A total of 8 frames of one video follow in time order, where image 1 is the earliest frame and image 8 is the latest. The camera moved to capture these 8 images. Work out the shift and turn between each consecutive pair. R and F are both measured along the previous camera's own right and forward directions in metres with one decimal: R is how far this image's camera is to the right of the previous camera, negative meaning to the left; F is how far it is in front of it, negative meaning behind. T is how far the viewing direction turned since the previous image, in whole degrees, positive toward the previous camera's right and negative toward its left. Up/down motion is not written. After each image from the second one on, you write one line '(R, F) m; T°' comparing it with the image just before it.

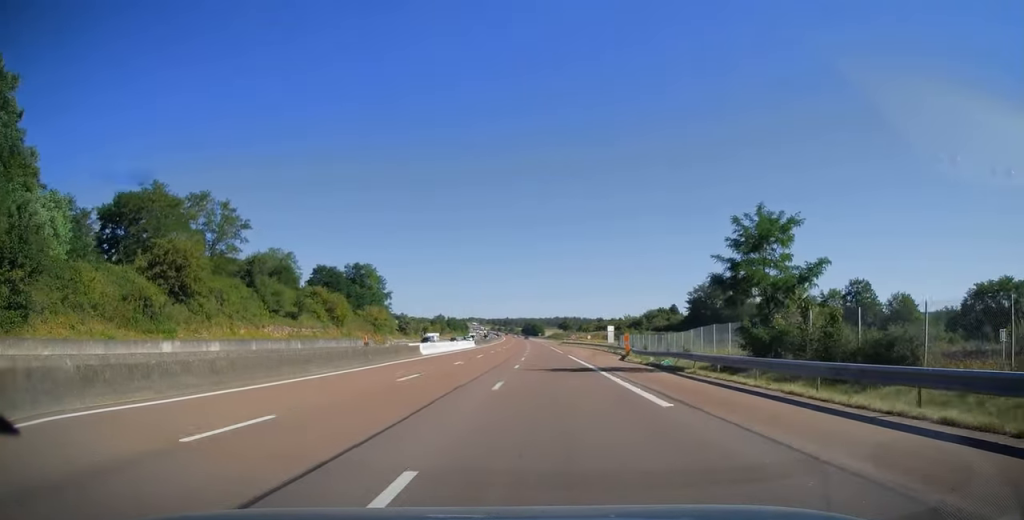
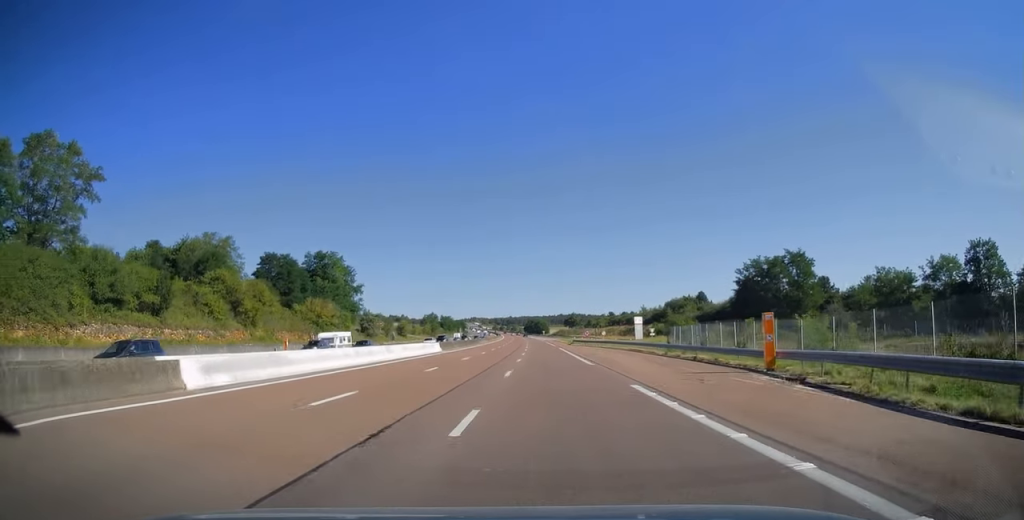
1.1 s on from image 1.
(-0.1, +34.0) m; 0°
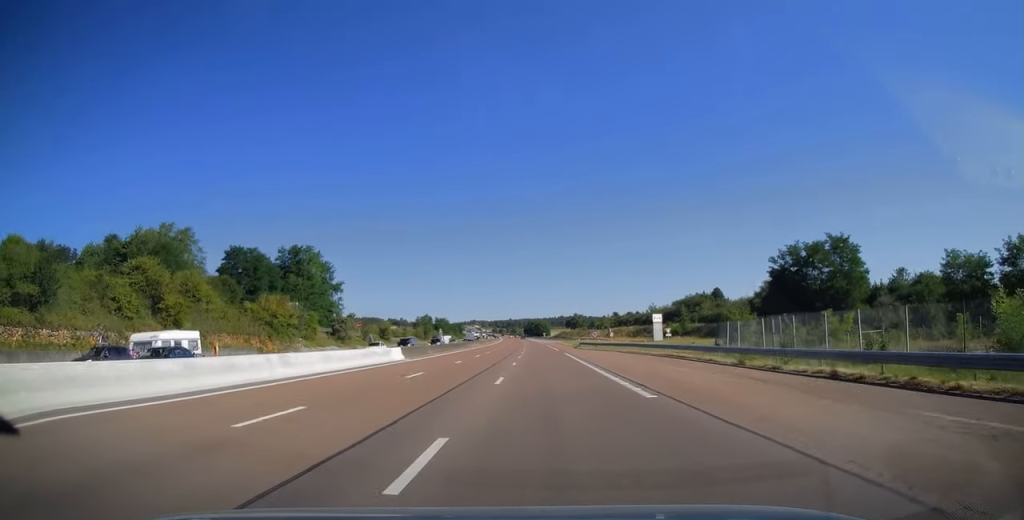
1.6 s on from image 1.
(0.0, +16.2) m; 0°
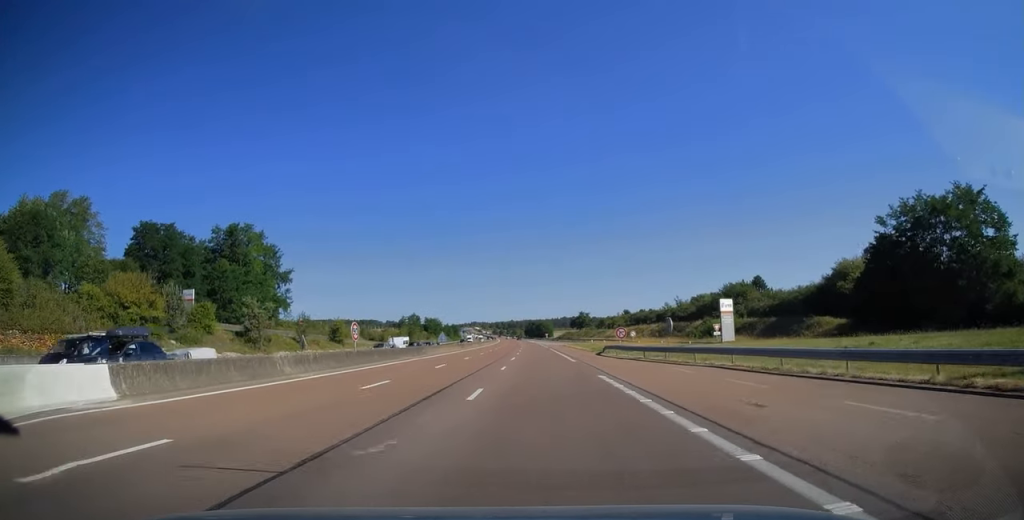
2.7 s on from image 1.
(-0.1, +30.9) m; 0°
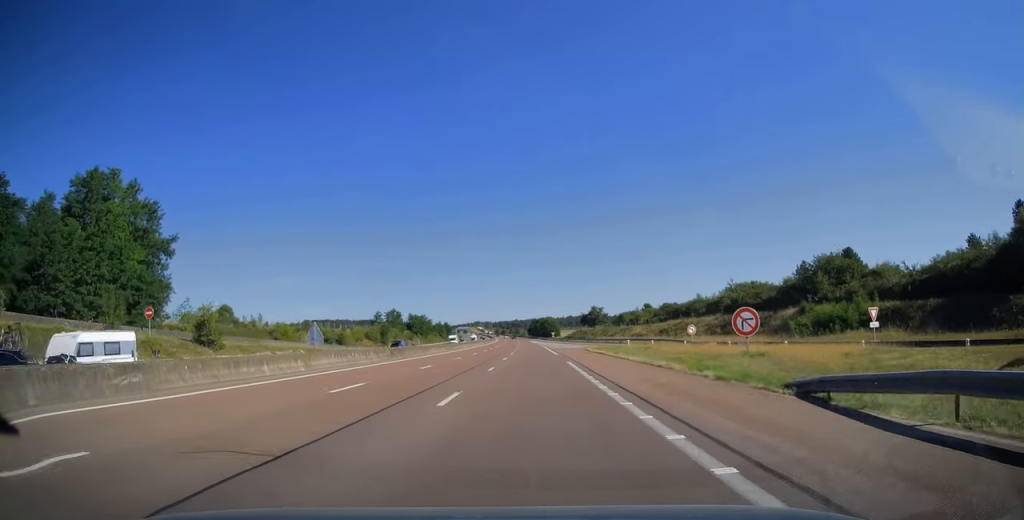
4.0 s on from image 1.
(-0.2, +40.5) m; -1°
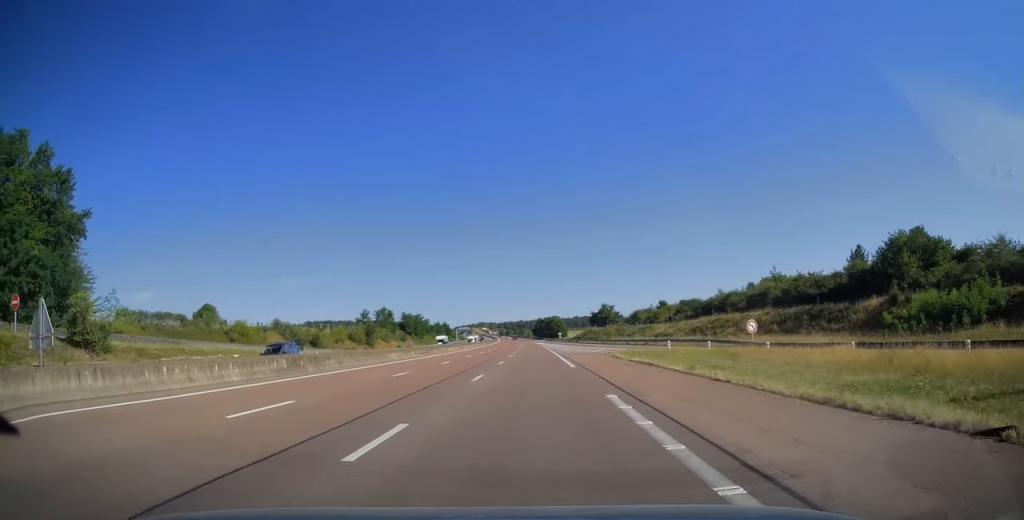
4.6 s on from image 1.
(0.0, +18.7) m; 0°
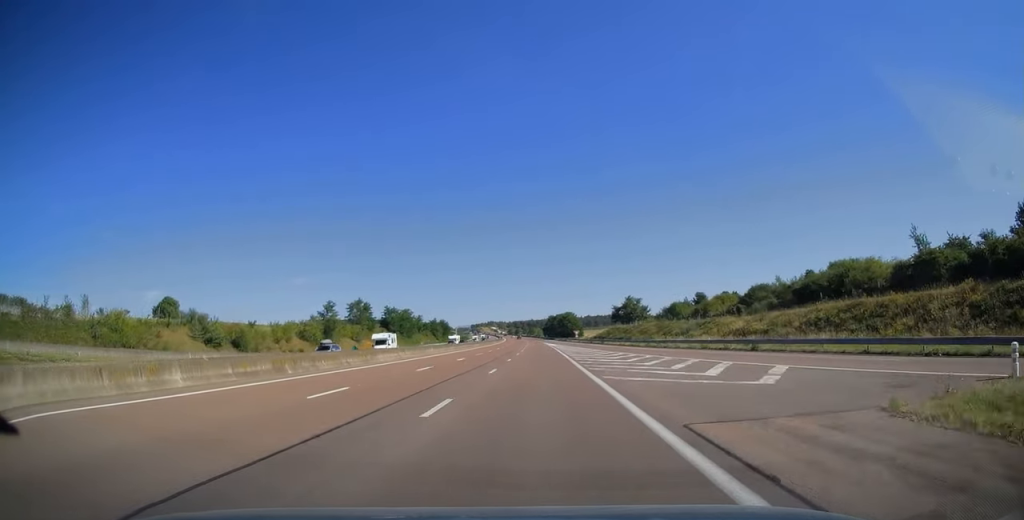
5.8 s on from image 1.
(-0.3, +35.2) m; -1°
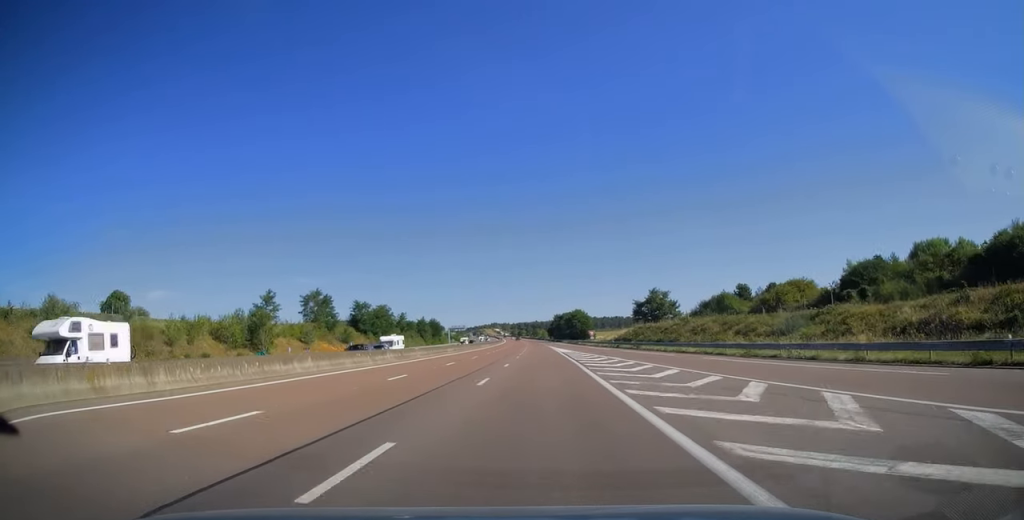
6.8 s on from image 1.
(-0.2, +31.7) m; -1°
